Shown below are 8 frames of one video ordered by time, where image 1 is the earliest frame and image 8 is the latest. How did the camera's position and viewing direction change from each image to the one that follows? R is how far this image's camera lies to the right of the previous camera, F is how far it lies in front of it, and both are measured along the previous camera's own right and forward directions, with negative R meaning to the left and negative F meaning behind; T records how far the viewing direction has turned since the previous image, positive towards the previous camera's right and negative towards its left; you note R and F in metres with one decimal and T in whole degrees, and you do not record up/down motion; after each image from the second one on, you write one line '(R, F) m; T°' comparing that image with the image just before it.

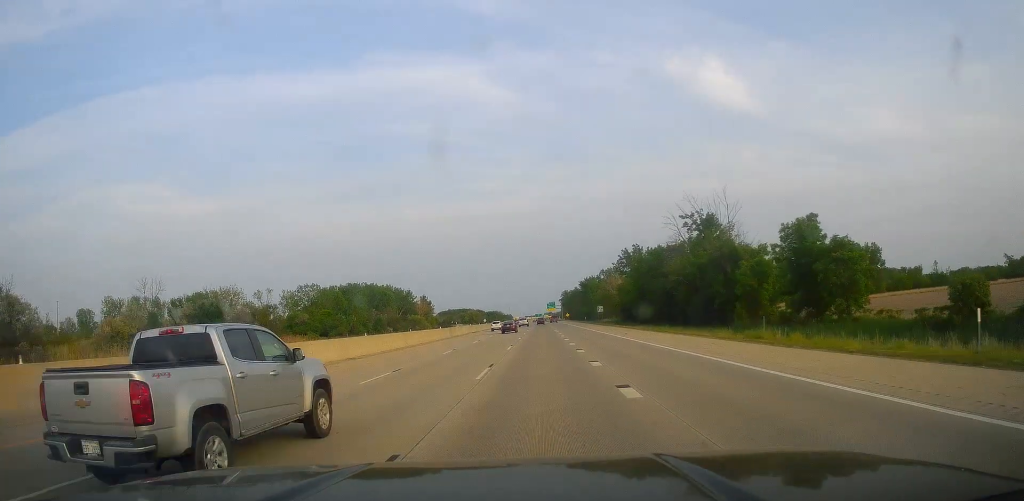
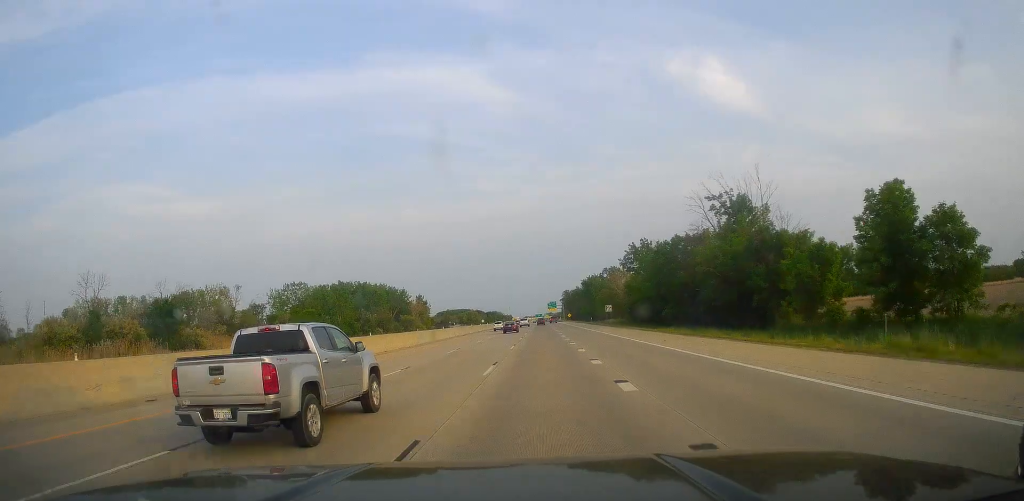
(+0.5, +14.2) m; 0°
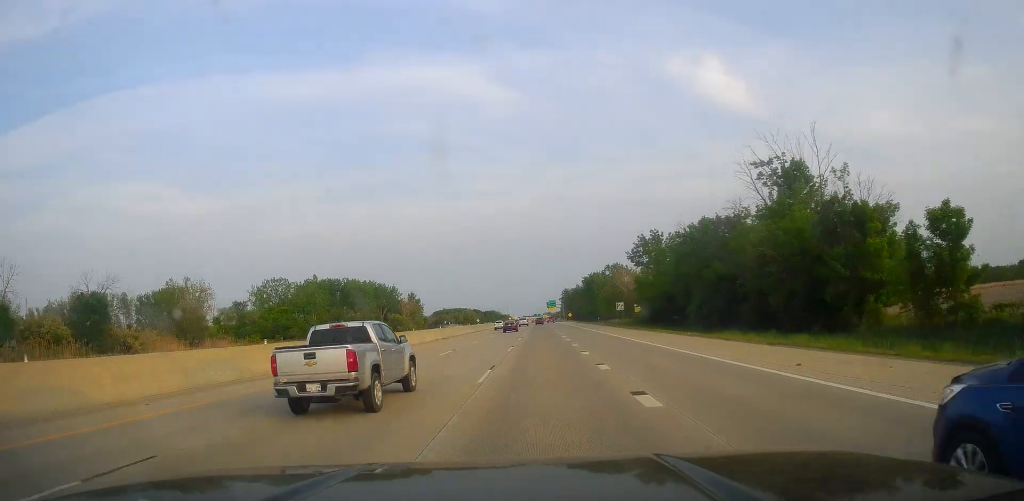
(+0.5, +17.5) m; 0°
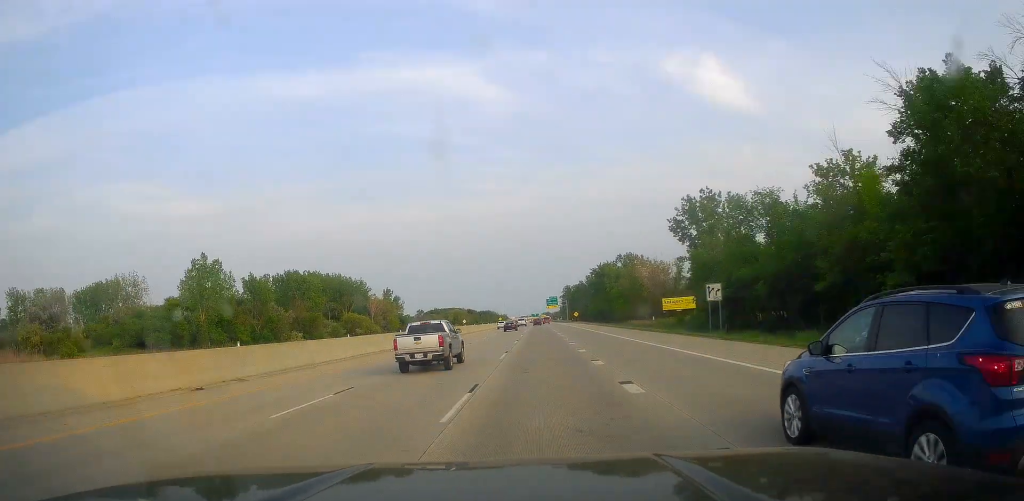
(-1.1, +51.2) m; -1°
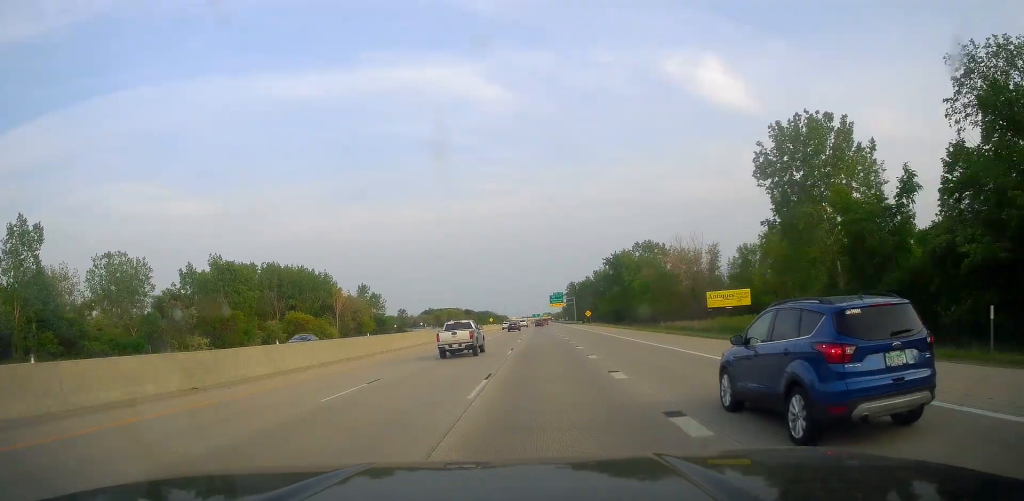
(+0.6, +42.6) m; +1°
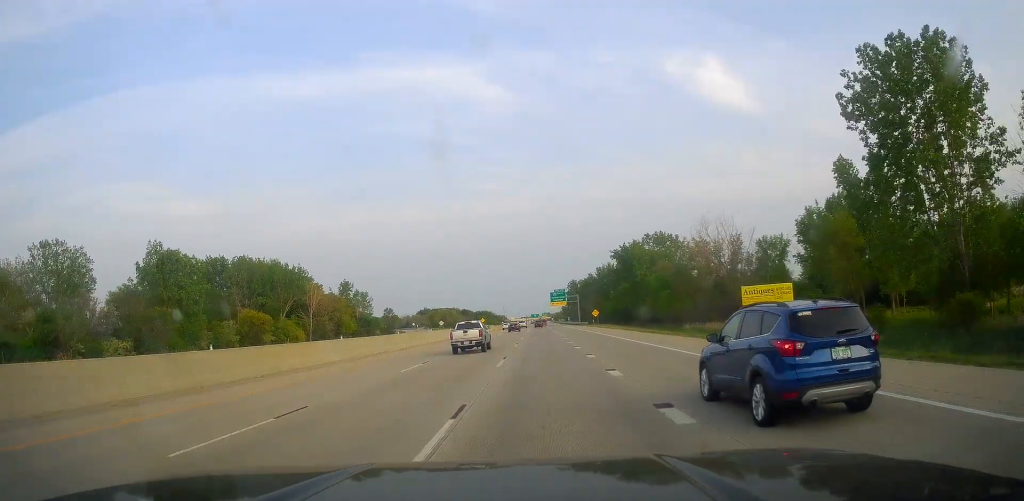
(-0.1, +21.8) m; 0°
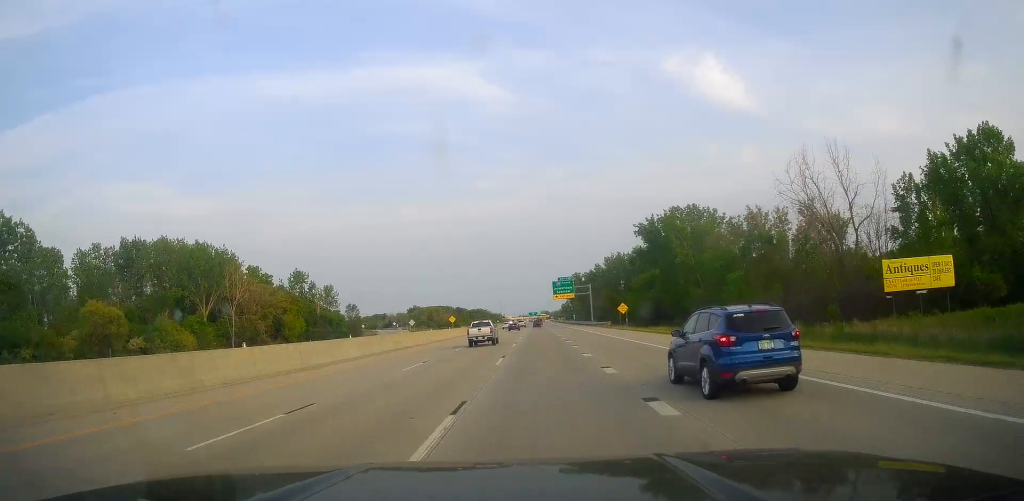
(+0.2, +44.8) m; +1°
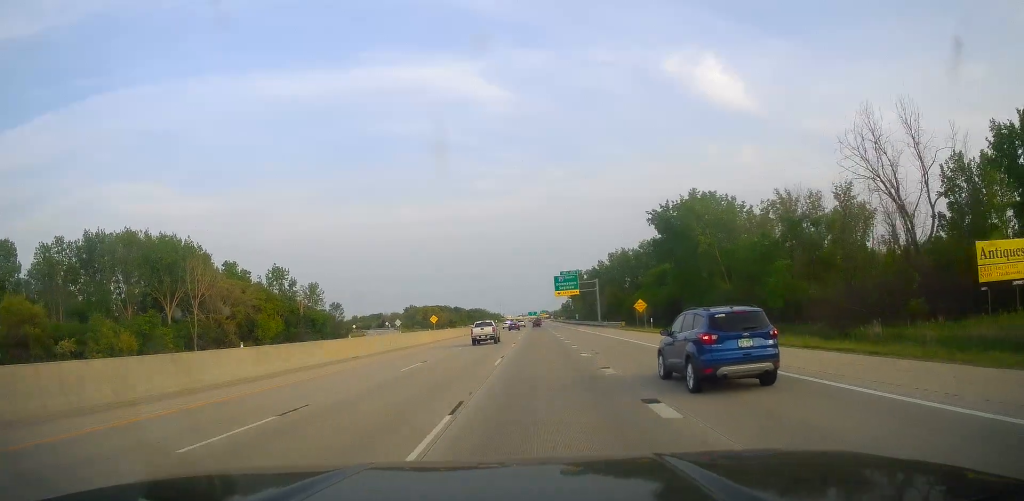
(+0.1, +15.3) m; 0°
